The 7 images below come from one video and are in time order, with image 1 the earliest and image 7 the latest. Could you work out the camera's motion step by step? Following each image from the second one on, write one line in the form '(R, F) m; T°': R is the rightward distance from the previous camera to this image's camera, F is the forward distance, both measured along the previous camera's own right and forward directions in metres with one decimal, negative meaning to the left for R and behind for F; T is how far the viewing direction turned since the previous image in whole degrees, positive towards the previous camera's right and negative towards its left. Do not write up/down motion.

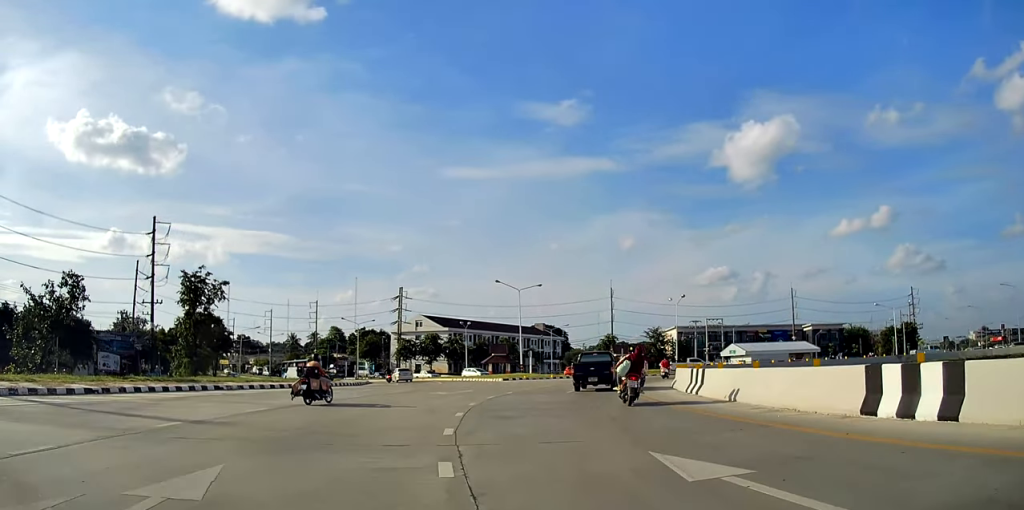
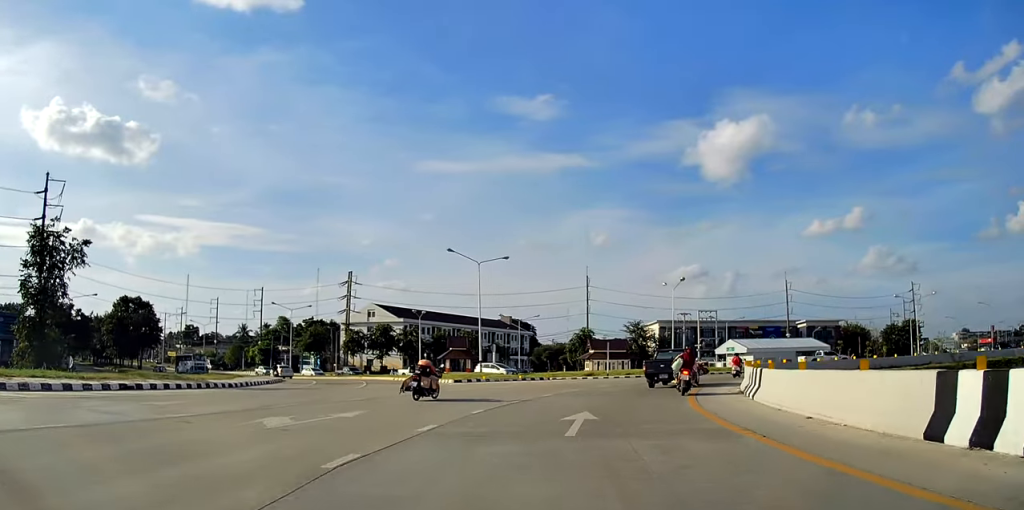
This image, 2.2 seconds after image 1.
(+0.8, +15.3) m; +7°
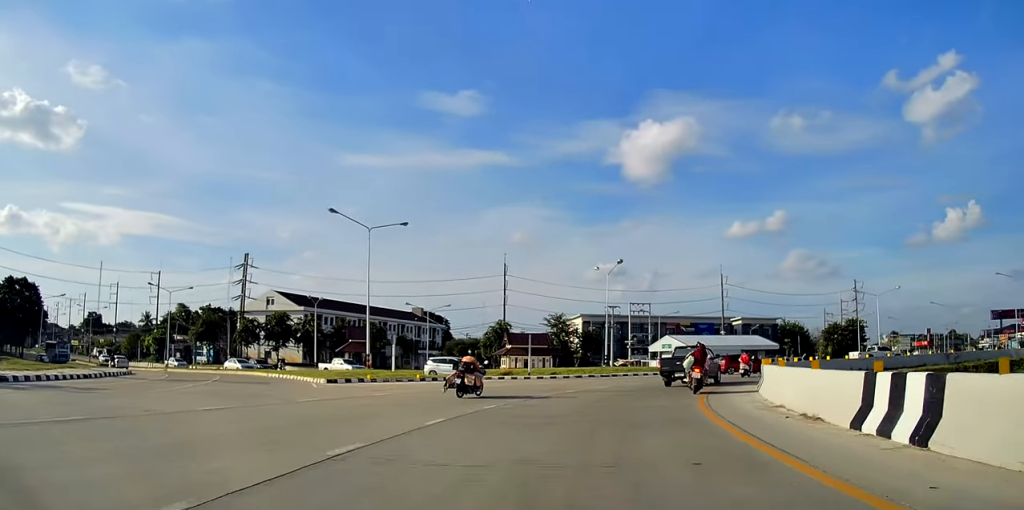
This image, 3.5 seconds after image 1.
(+0.3, +11.0) m; +5°
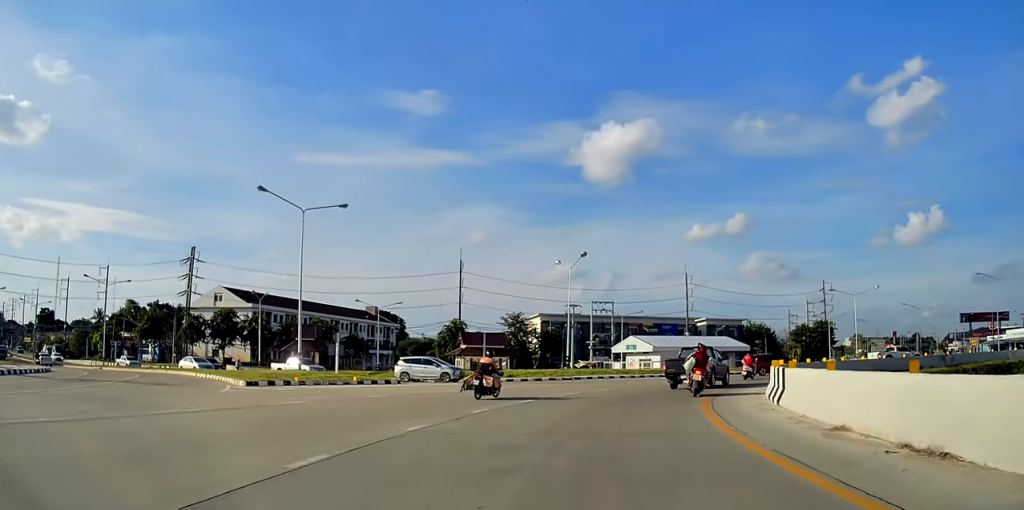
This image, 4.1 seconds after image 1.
(+0.2, +4.3) m; +7°
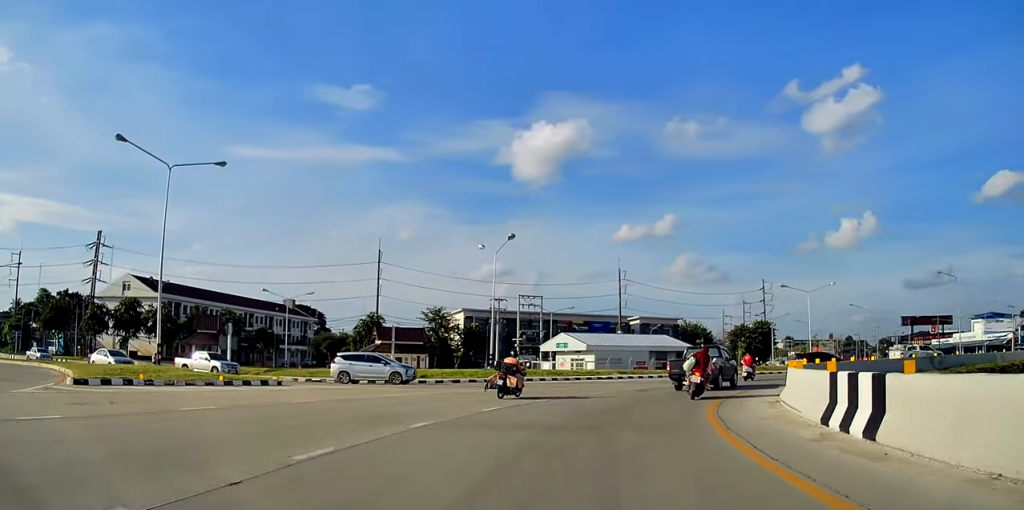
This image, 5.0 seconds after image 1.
(+0.7, +7.2) m; +10°
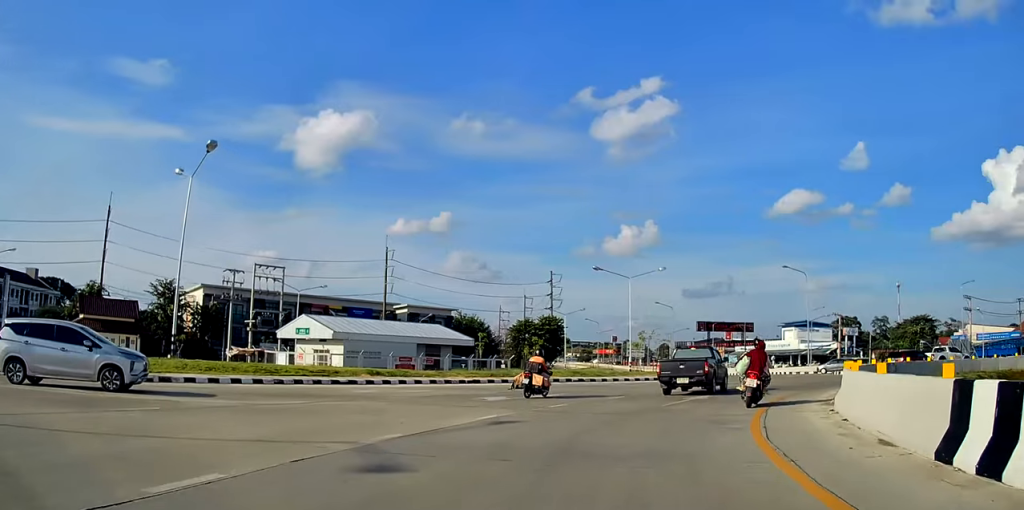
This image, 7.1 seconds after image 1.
(+3.0, +16.7) m; +20°
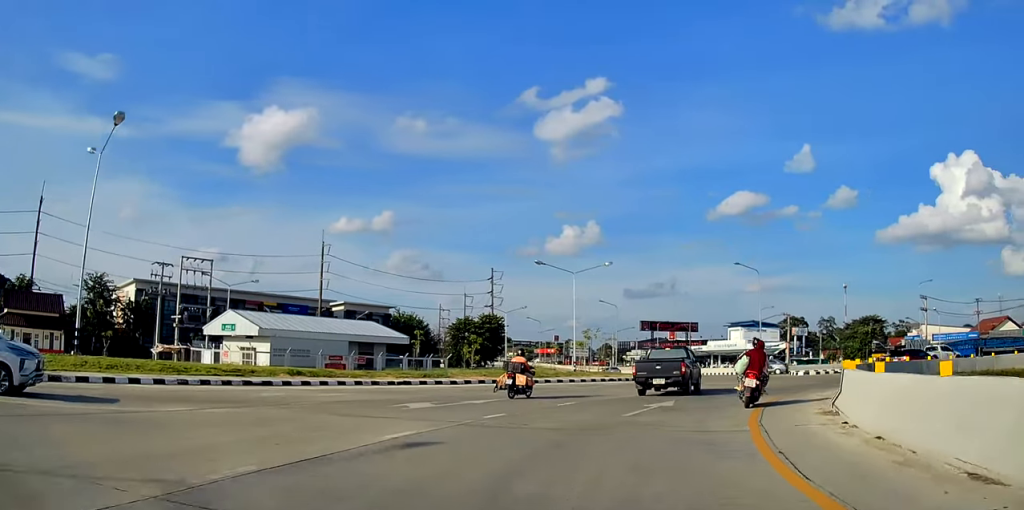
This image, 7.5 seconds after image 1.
(+0.1, +3.4) m; +5°
